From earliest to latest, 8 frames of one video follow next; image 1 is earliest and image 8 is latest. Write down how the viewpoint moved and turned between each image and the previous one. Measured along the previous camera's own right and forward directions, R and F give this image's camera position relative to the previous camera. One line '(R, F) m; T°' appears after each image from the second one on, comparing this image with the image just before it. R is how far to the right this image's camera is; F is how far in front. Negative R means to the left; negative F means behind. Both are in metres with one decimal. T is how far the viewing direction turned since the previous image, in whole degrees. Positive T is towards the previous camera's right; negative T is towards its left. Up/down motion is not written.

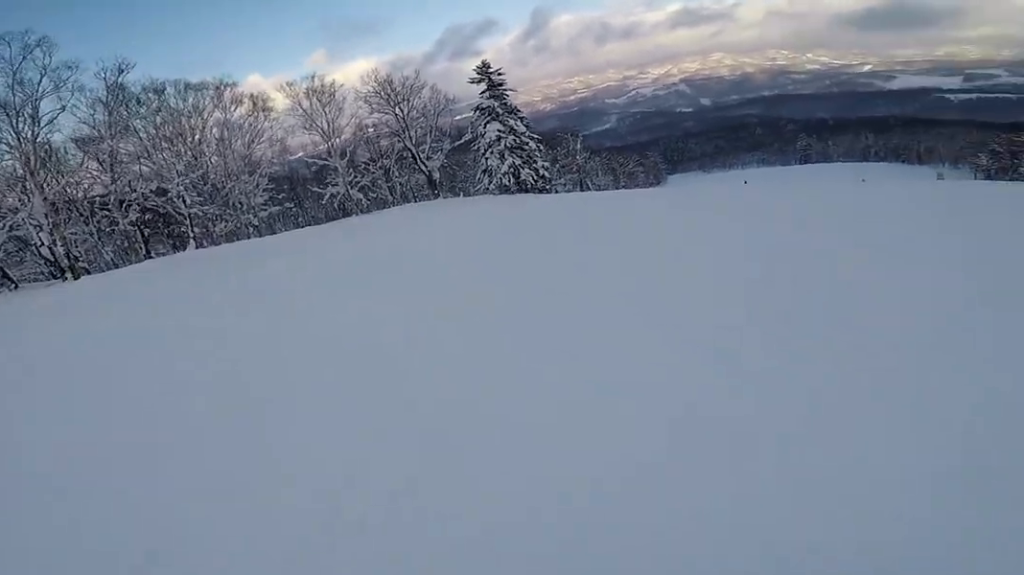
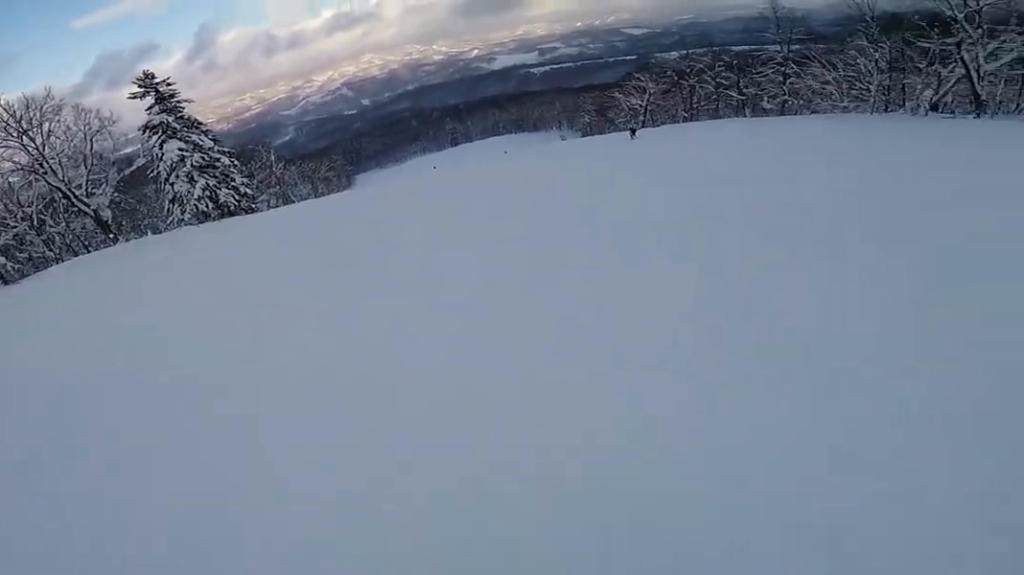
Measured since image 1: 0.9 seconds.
(+2.9, +7.3) m; +39°
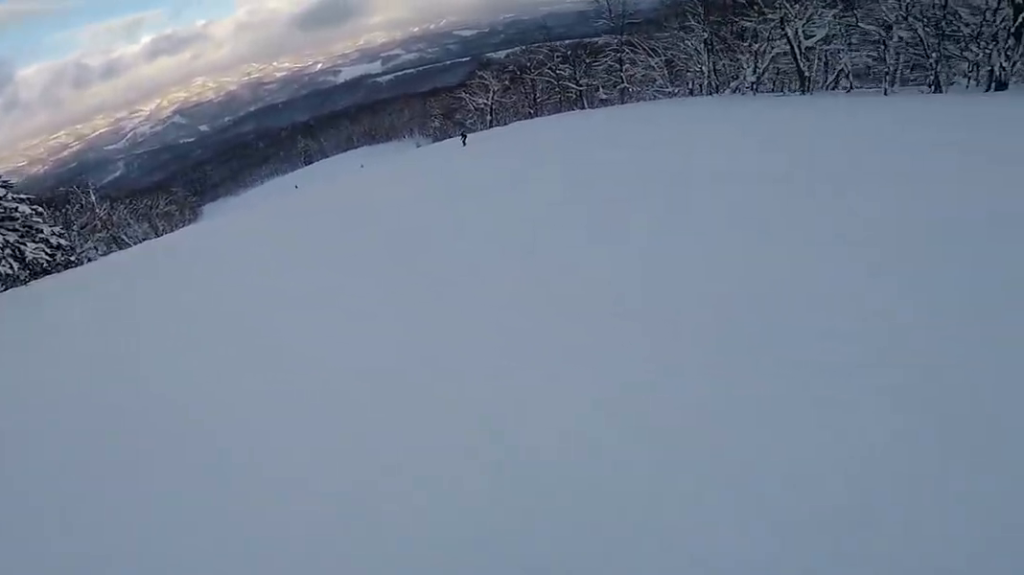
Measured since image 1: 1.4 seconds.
(+1.2, +3.8) m; +16°
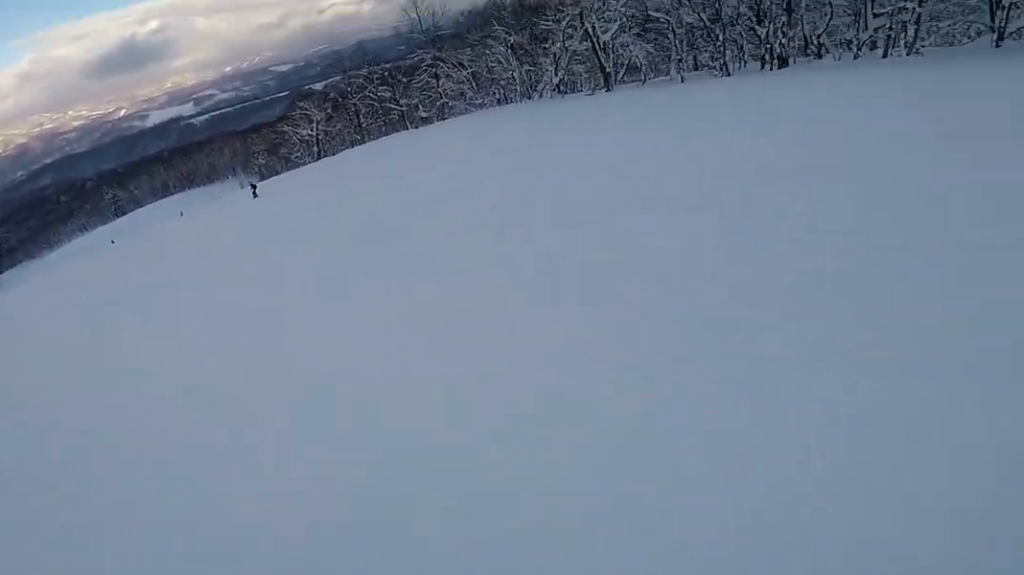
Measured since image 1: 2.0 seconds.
(+0.6, +4.9) m; +19°
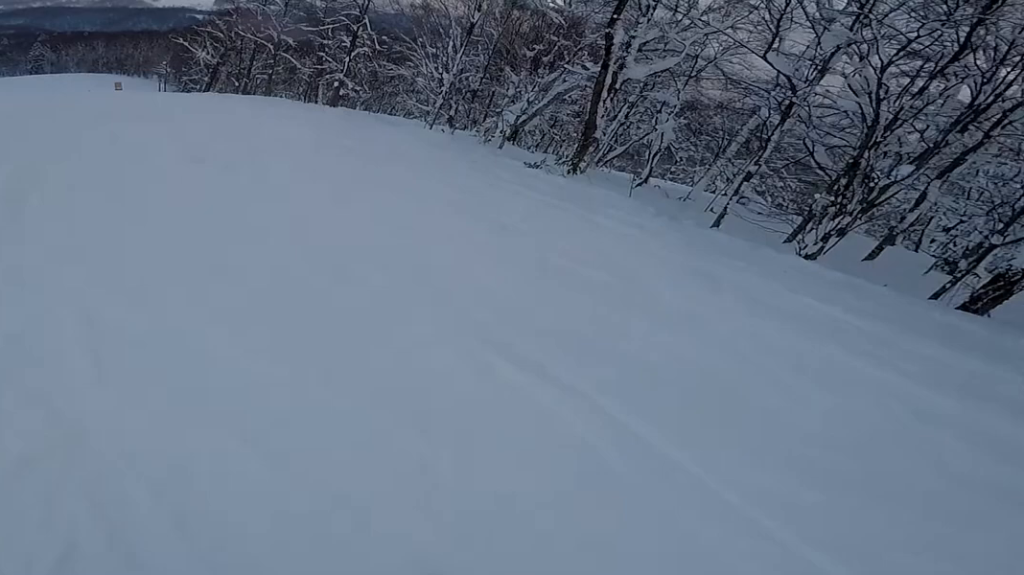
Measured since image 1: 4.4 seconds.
(+2.1, +19.6) m; -16°
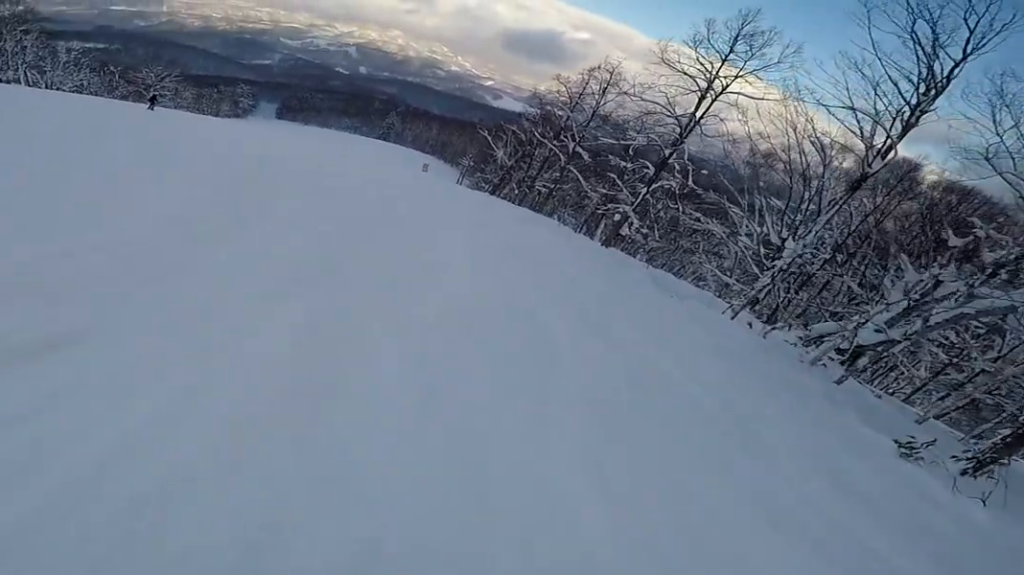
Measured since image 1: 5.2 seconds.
(-0.9, +5.9) m; -27°
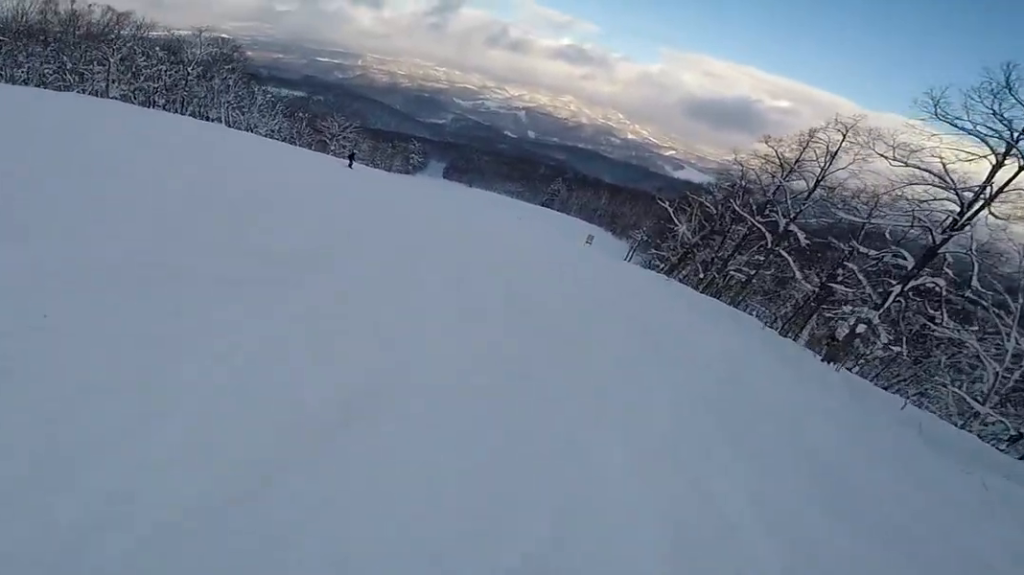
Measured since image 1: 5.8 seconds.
(-0.8, +4.3) m; -23°
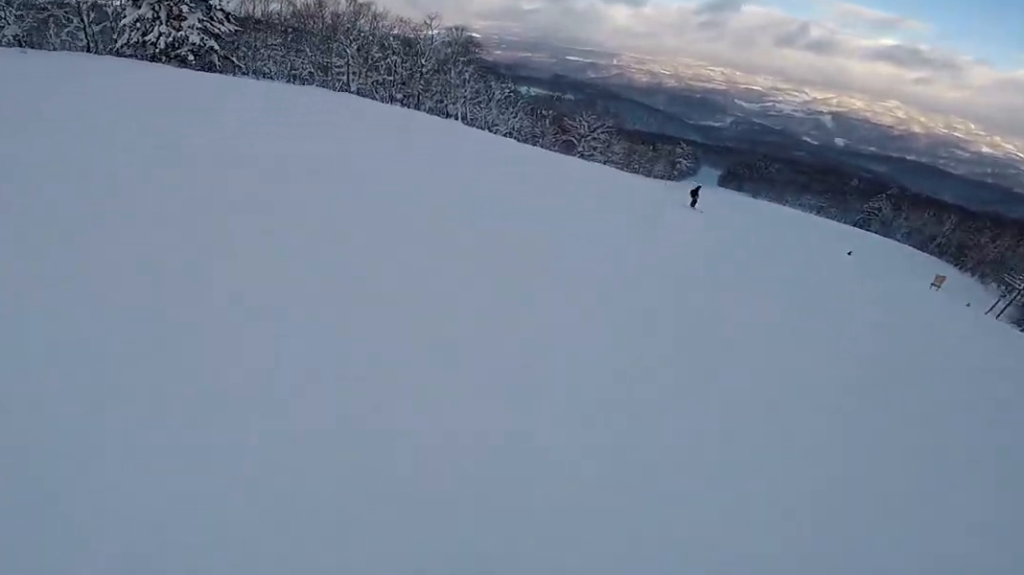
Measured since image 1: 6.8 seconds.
(-2.7, +6.5) m; -29°
